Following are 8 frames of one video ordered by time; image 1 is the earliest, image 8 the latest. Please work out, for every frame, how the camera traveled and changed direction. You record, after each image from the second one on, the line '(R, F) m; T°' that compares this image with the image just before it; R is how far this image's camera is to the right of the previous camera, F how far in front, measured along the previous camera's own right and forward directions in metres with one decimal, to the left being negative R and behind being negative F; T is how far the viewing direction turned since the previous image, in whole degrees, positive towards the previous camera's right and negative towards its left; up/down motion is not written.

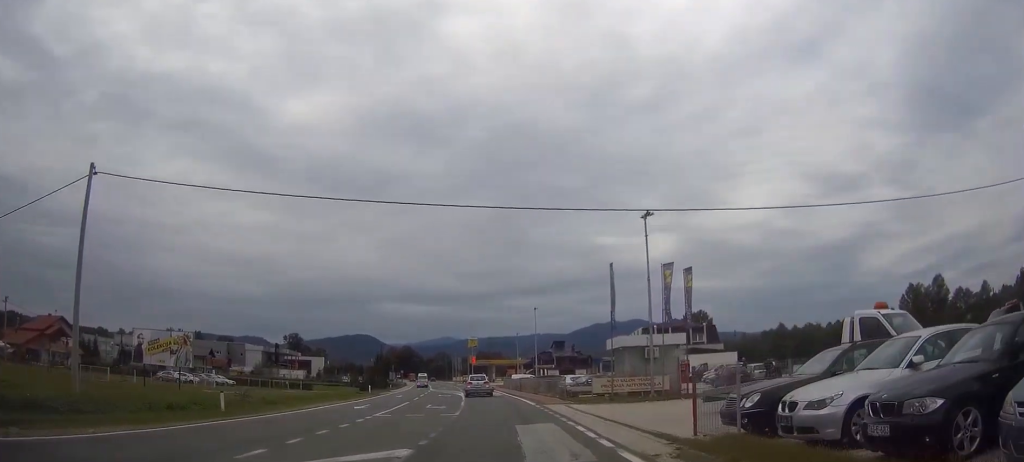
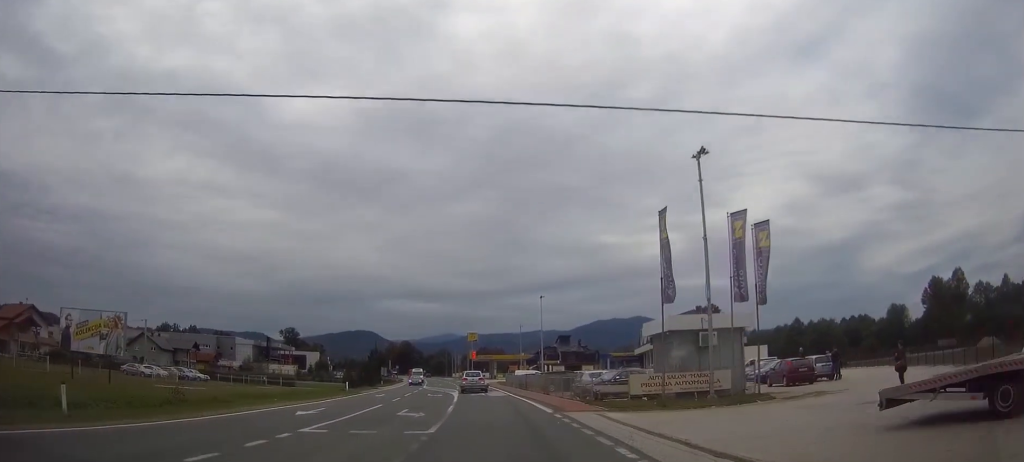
(0.0, +9.7) m; 0°
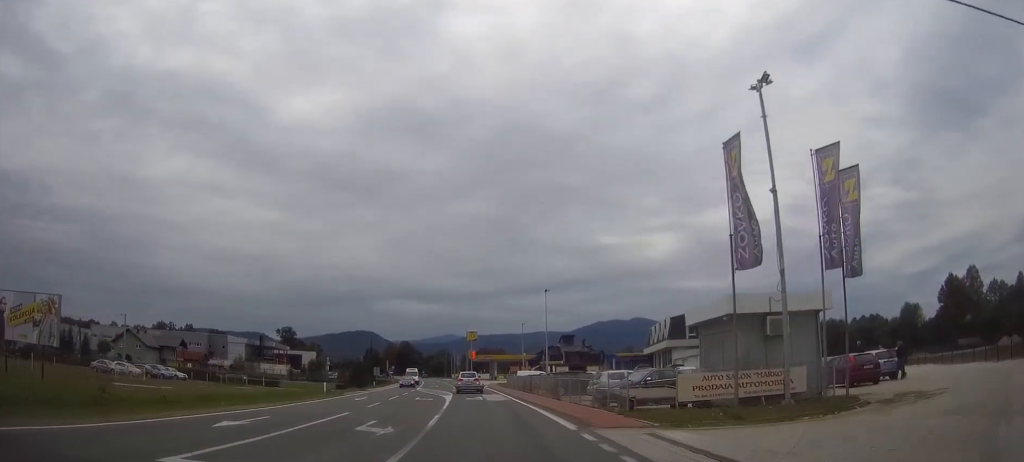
(0.0, +6.9) m; 0°
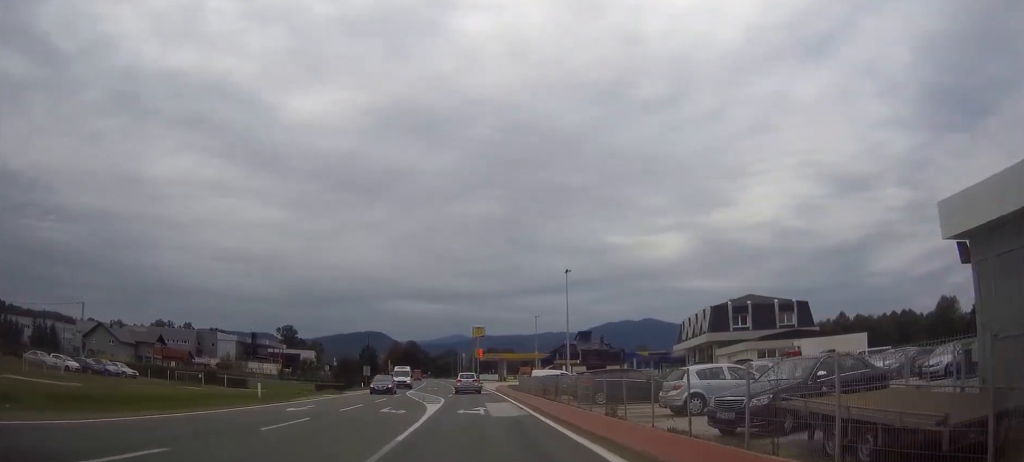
(0.0, +14.1) m; -1°
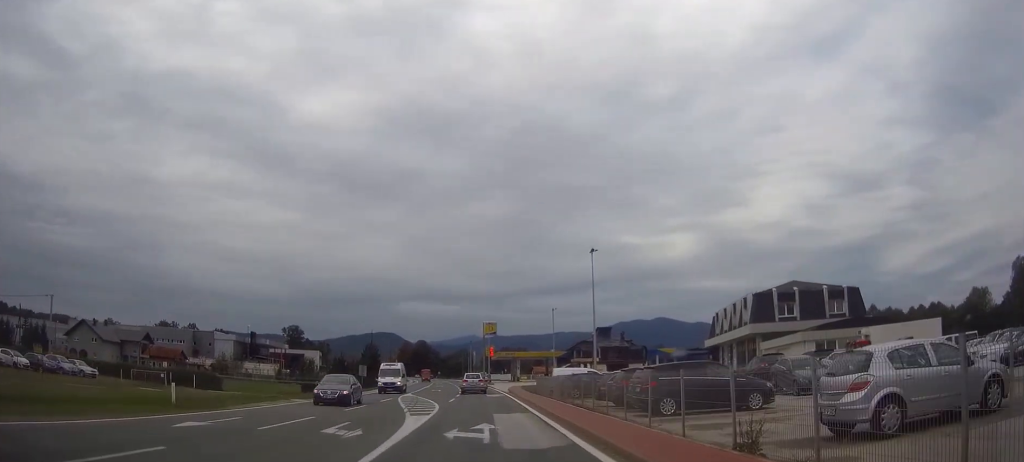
(0.0, +9.9) m; -1°
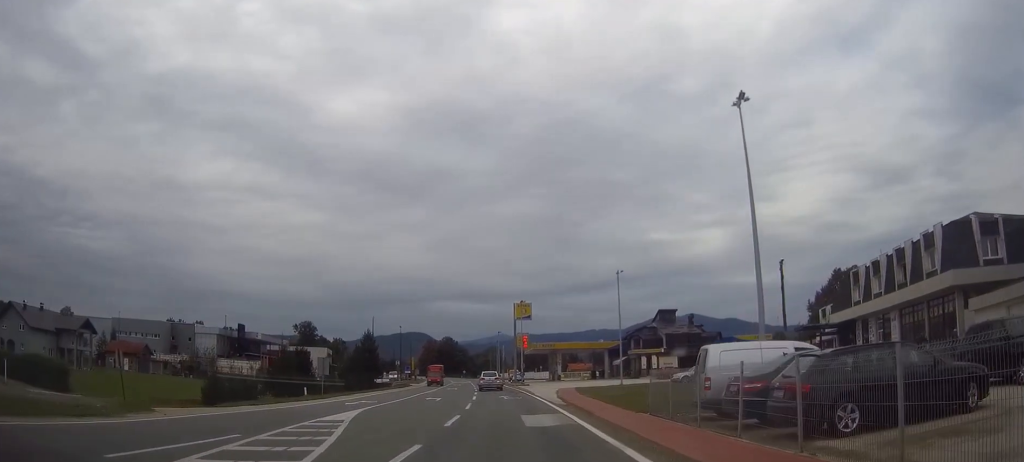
(-0.6, +29.0) m; -2°
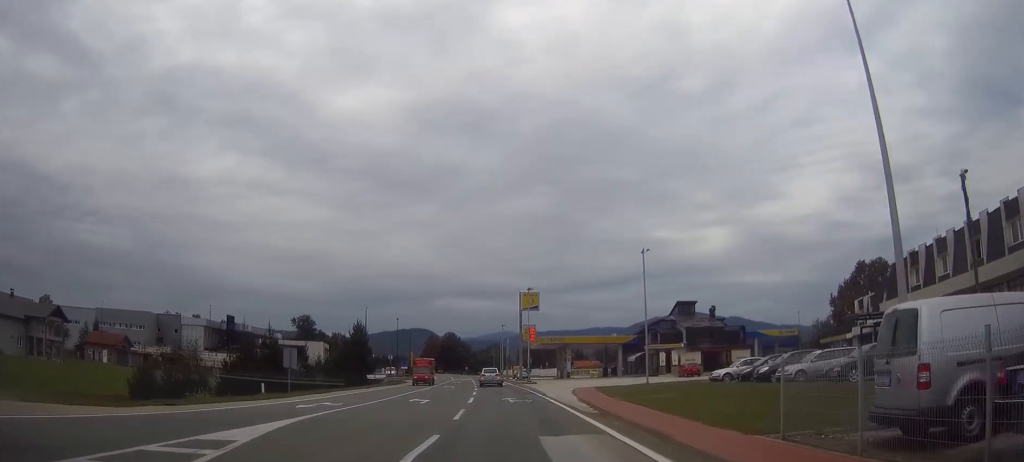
(0.0, +8.7) m; 0°
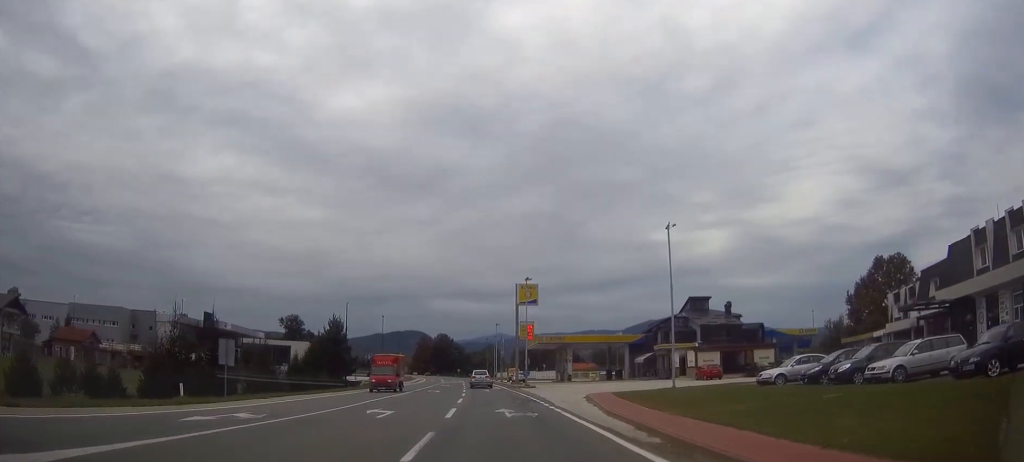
(-0.1, +8.7) m; +1°
